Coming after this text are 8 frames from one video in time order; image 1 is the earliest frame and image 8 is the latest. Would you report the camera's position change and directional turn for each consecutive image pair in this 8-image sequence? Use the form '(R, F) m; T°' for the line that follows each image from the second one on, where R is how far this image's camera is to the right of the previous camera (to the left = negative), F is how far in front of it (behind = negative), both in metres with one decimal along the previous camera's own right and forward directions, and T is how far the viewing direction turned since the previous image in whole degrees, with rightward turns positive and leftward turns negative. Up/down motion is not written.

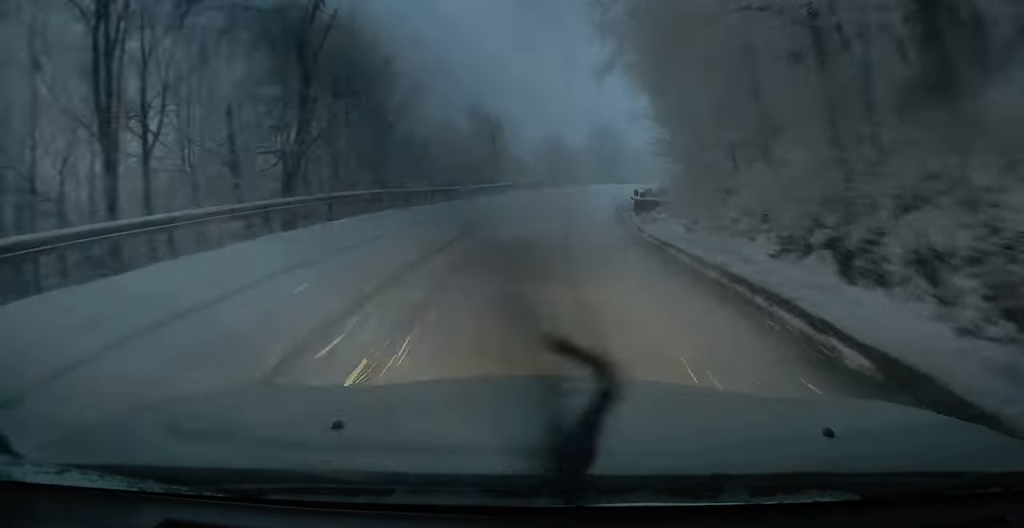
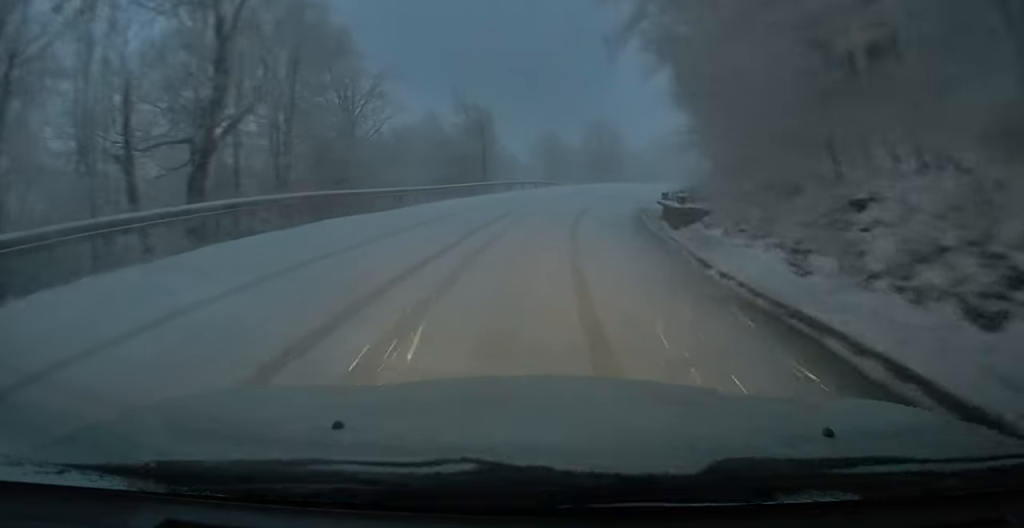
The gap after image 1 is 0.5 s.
(+0.1, +5.8) m; +2°
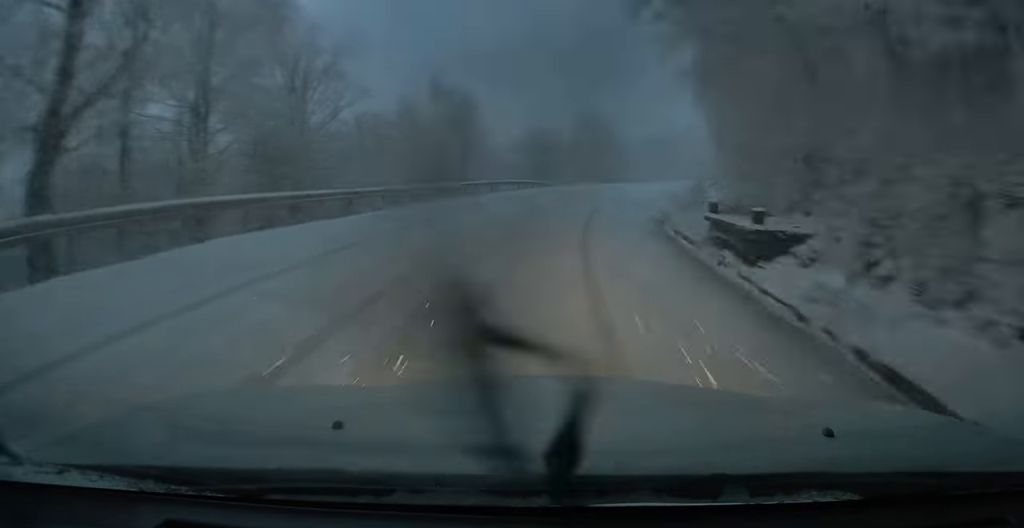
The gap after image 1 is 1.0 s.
(+0.1, +5.4) m; +2°
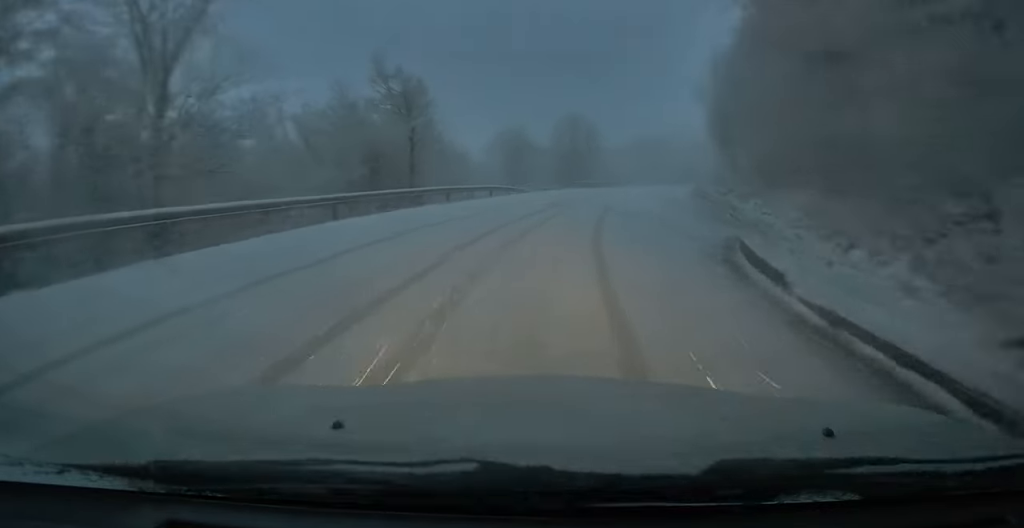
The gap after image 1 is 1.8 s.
(+0.2, +8.5) m; +3°
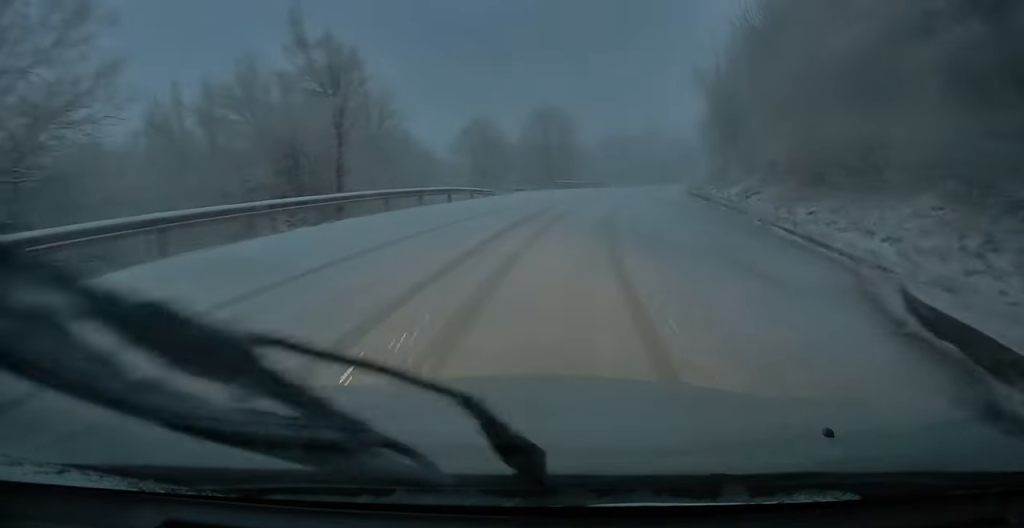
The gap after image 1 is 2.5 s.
(+0.3, +7.1) m; +3°
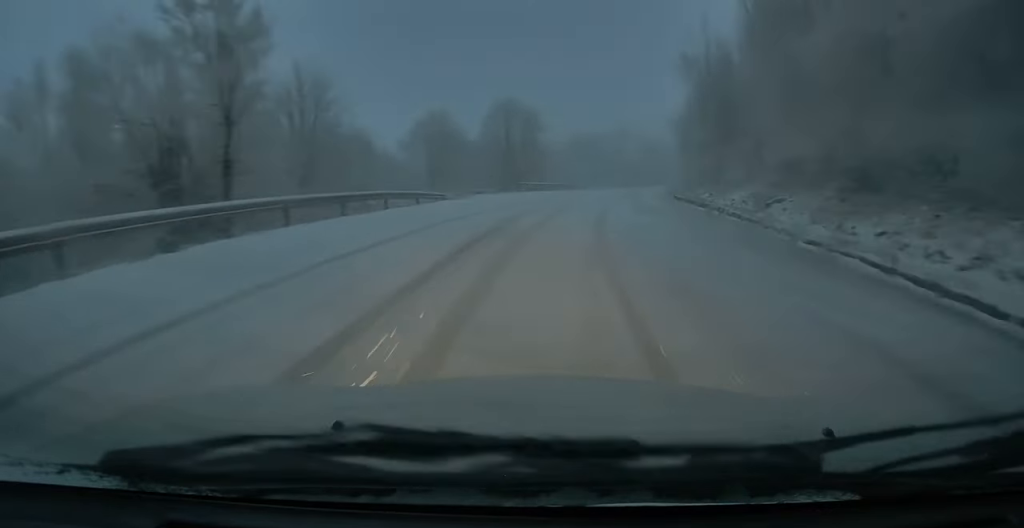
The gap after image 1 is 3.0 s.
(+0.1, +5.8) m; +3°
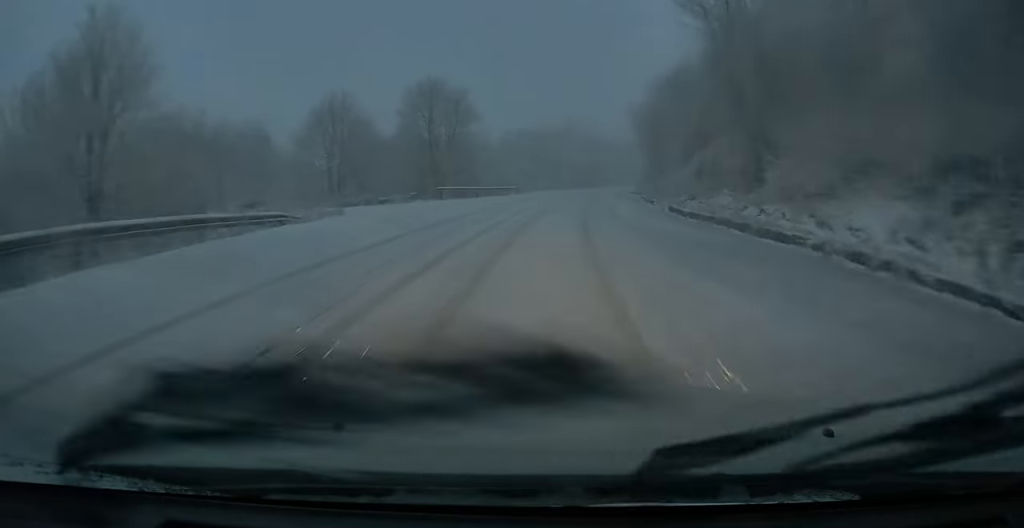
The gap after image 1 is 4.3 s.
(+0.8, +13.9) m; +6°
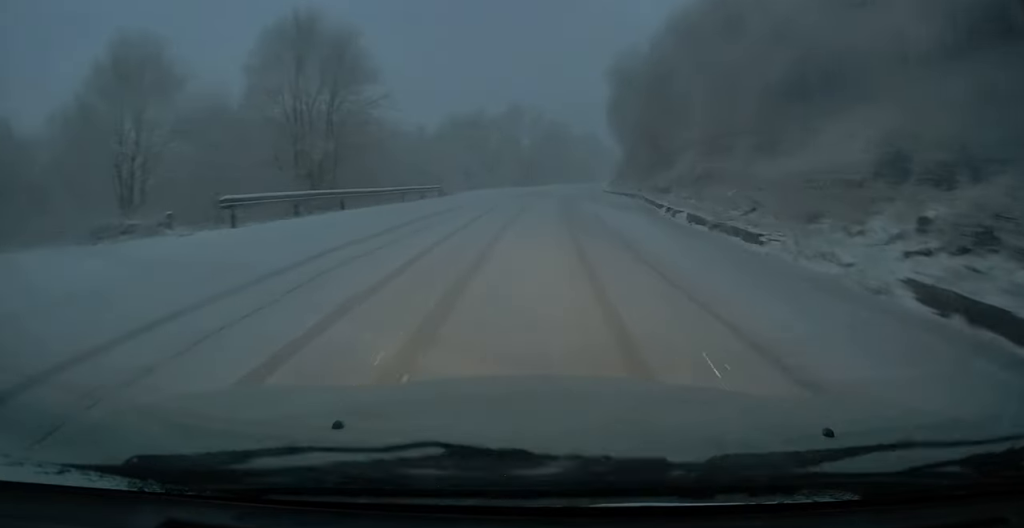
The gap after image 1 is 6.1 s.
(+0.9, +20.4) m; +4°
